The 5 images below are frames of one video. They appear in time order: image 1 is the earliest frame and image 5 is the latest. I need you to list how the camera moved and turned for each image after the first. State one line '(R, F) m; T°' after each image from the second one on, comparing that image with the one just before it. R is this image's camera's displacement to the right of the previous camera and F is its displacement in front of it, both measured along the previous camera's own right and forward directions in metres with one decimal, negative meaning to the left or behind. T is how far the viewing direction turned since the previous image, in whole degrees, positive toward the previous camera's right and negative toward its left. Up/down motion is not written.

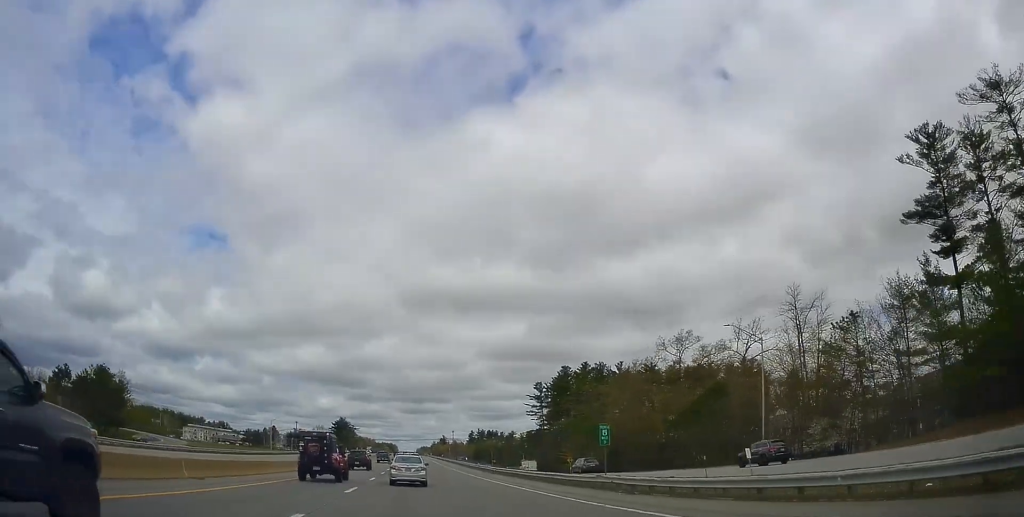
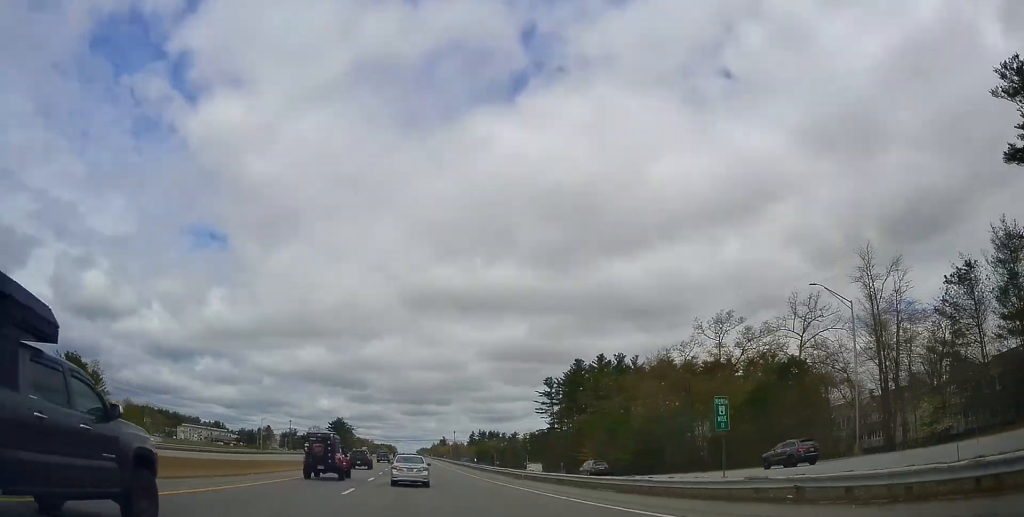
(-0.2, +13.4) m; 0°
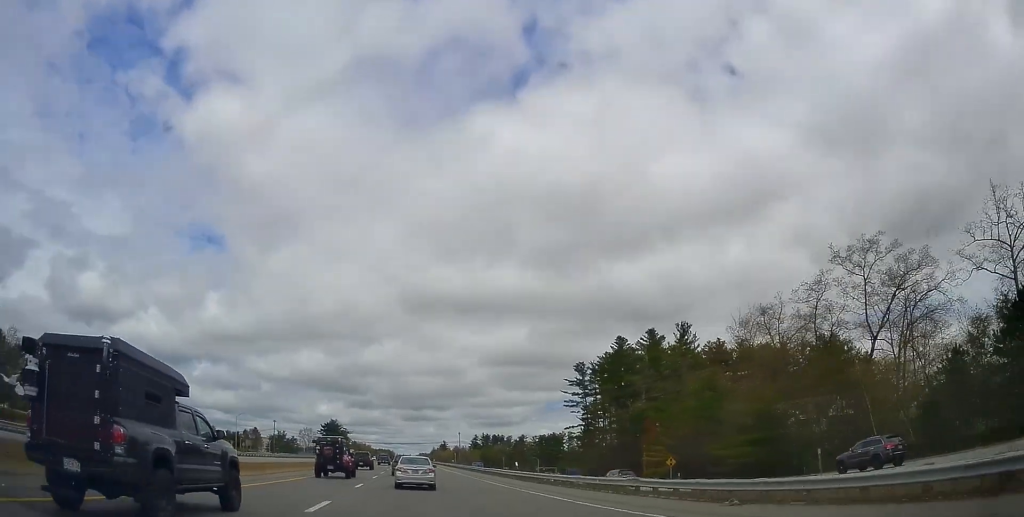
(+0.5, +31.5) m; +1°
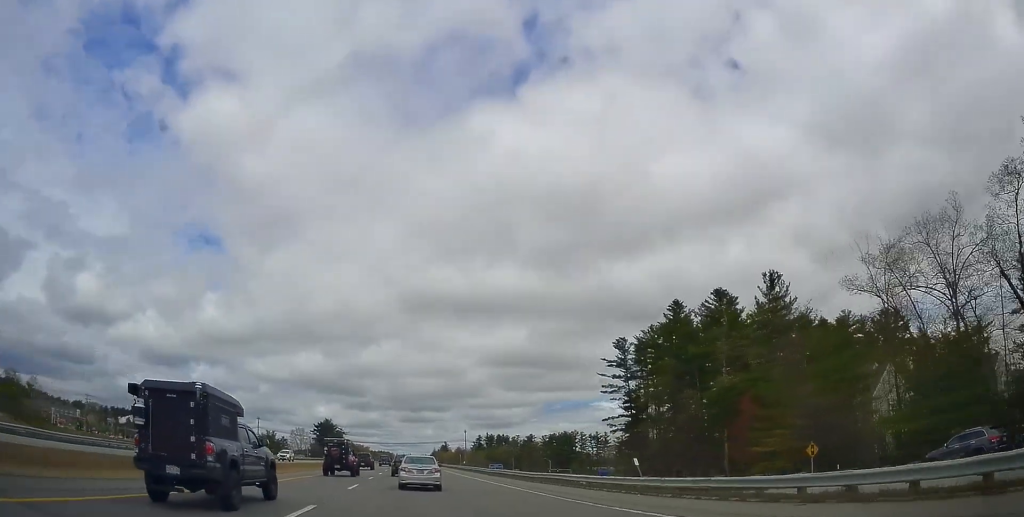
(-0.1, +26.8) m; 0°
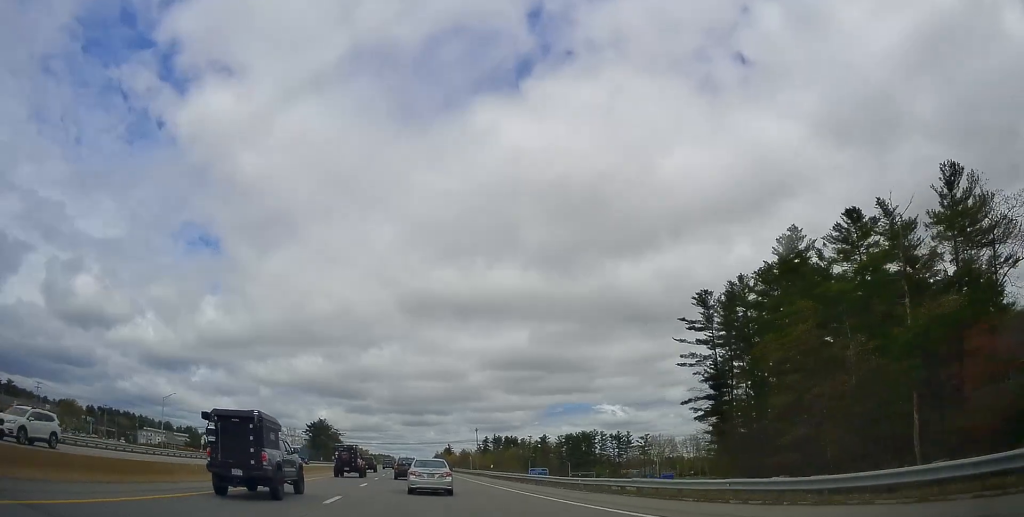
(-0.2, +31.8) m; -1°
